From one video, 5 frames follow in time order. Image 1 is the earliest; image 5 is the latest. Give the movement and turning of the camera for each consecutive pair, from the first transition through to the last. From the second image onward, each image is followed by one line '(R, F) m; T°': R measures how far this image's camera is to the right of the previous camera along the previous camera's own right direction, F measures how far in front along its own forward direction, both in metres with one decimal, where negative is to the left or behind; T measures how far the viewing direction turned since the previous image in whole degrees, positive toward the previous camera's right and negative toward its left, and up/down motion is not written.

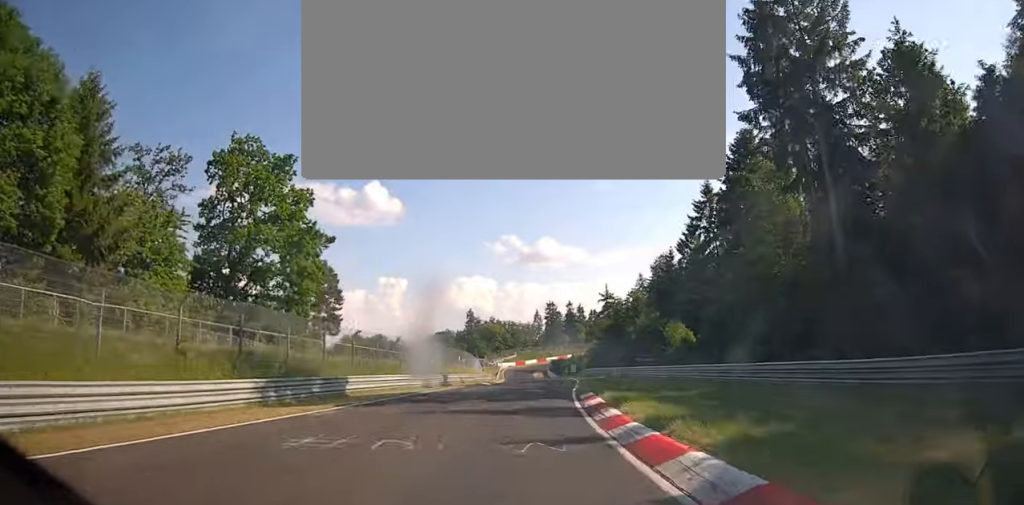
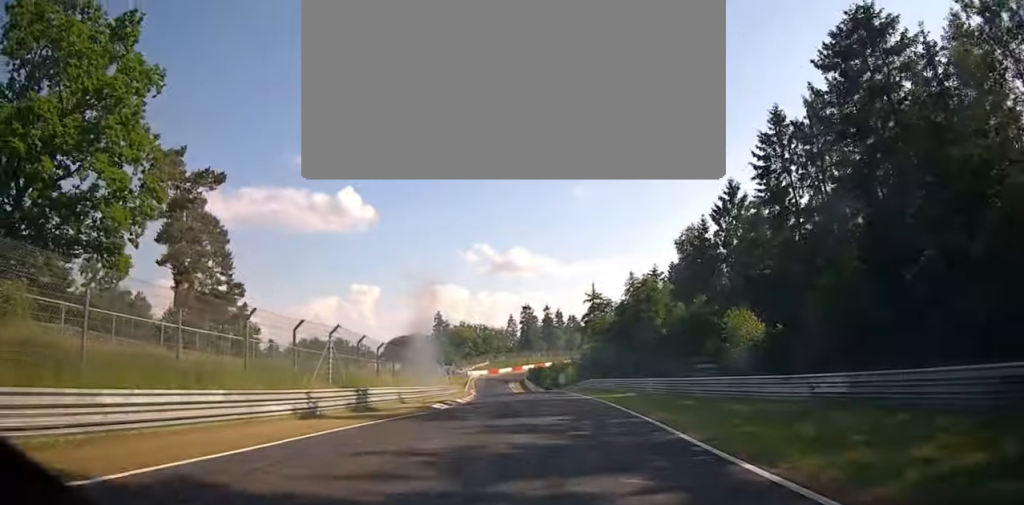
(+0.8, +23.6) m; +2°
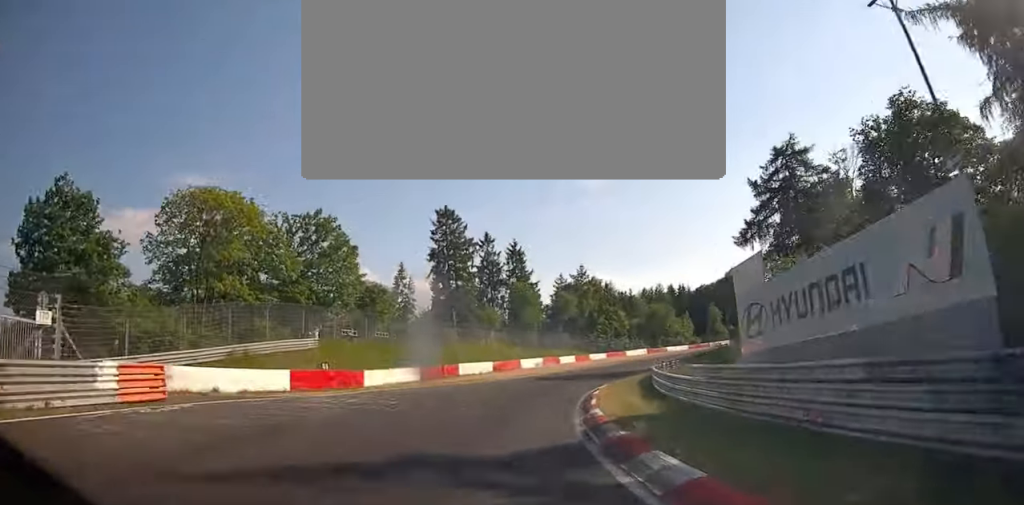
(+13.9, +149.4) m; +18°
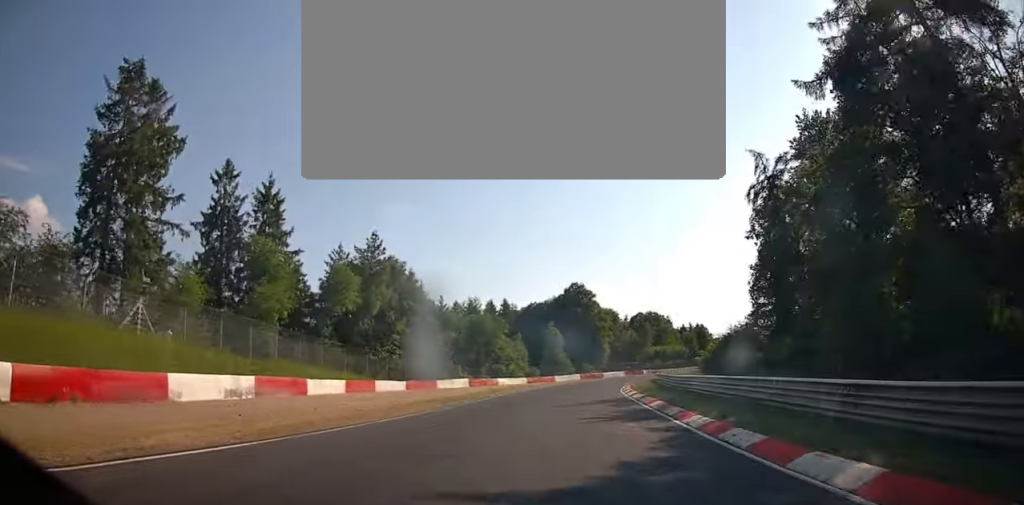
(+6.1, +41.7) m; +19°
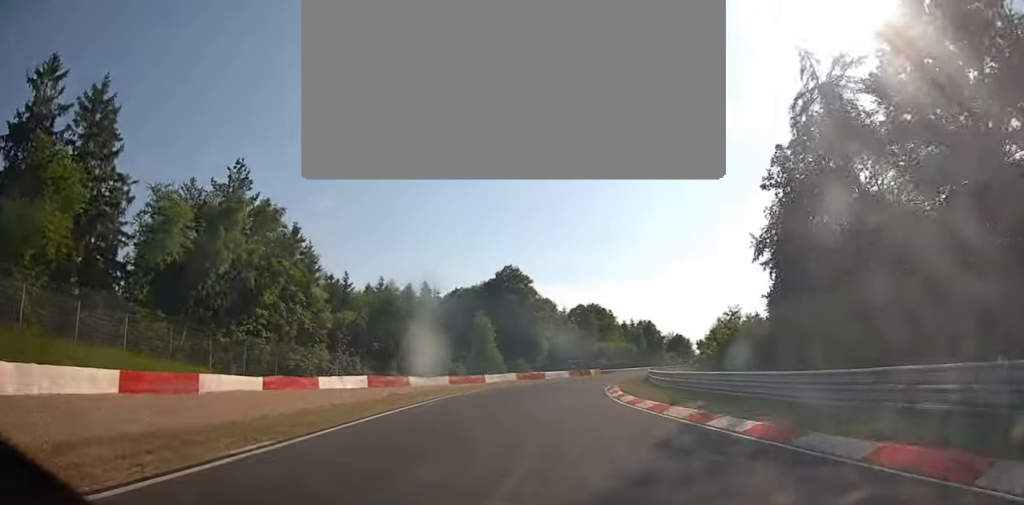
(+1.6, +19.1) m; +9°
